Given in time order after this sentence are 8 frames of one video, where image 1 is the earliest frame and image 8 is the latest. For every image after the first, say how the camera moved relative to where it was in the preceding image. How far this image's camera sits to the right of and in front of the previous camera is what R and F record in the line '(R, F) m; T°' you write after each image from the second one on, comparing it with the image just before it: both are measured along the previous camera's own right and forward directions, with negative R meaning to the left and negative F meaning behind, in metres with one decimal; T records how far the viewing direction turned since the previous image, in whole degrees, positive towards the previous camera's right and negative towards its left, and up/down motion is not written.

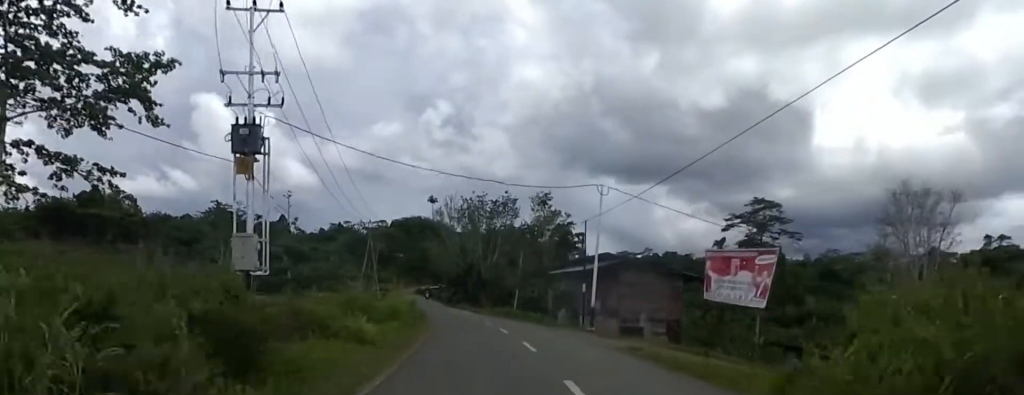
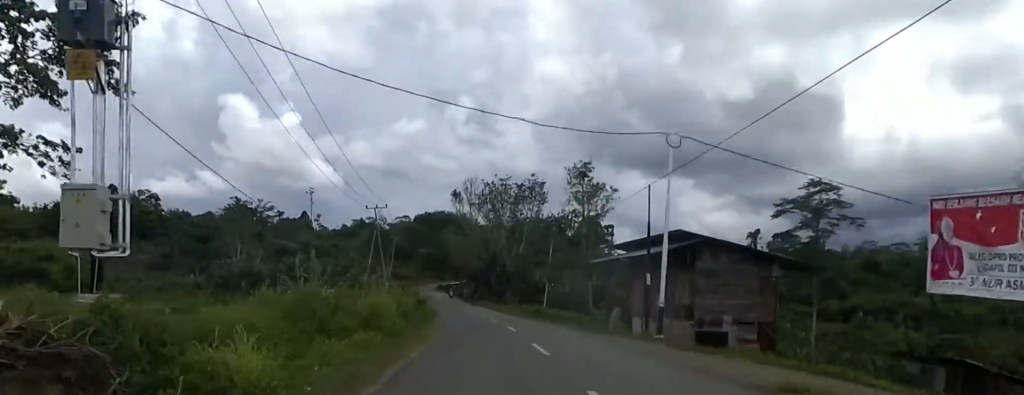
(+1.0, +9.1) m; -1°
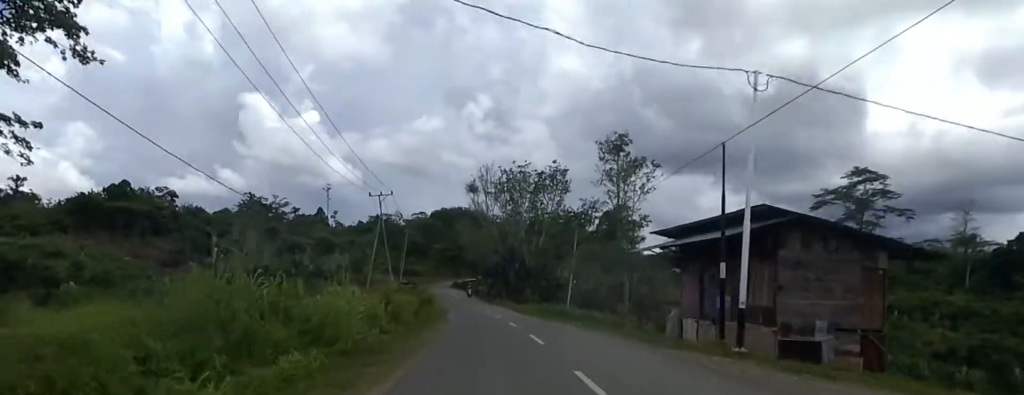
(-0.8, +6.1) m; -5°
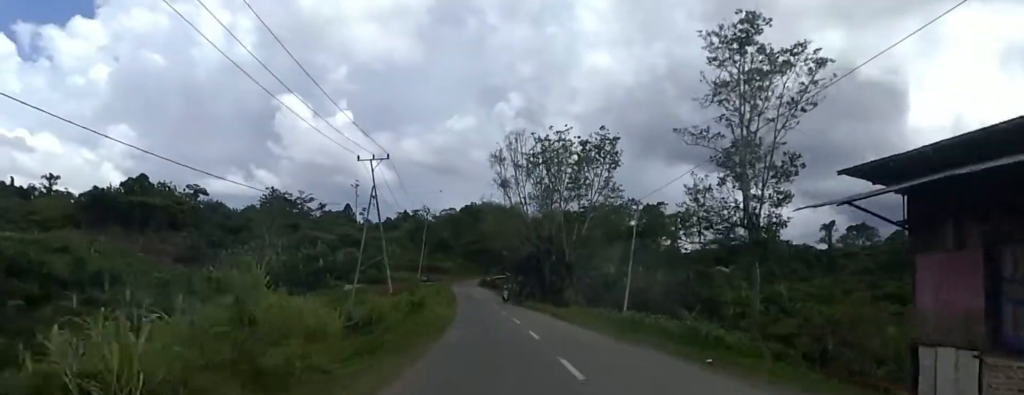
(-0.7, +13.7) m; -4°
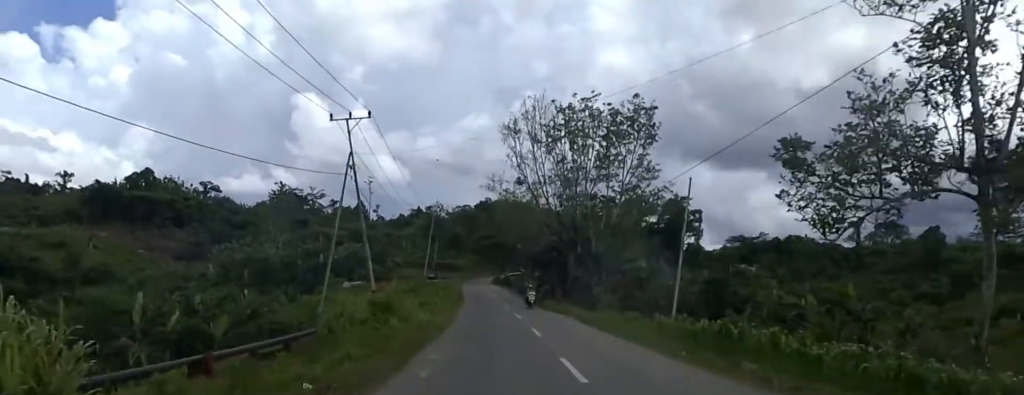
(-0.1, +9.0) m; -4°
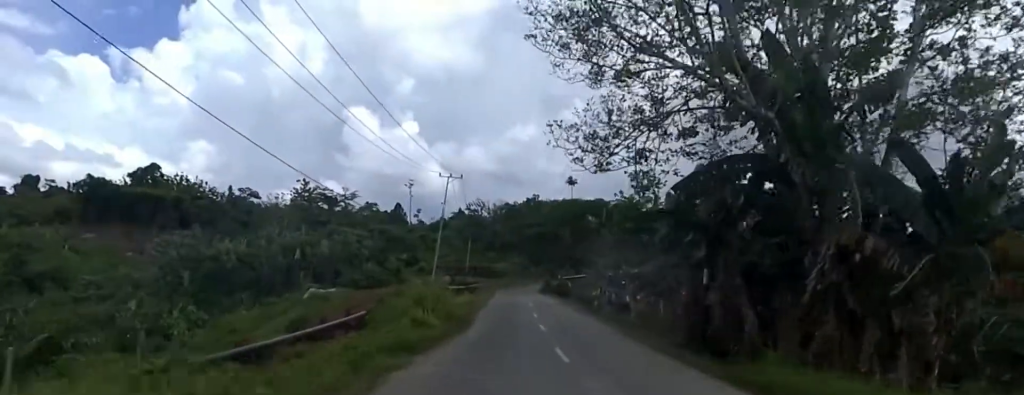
(-0.4, +31.0) m; +2°
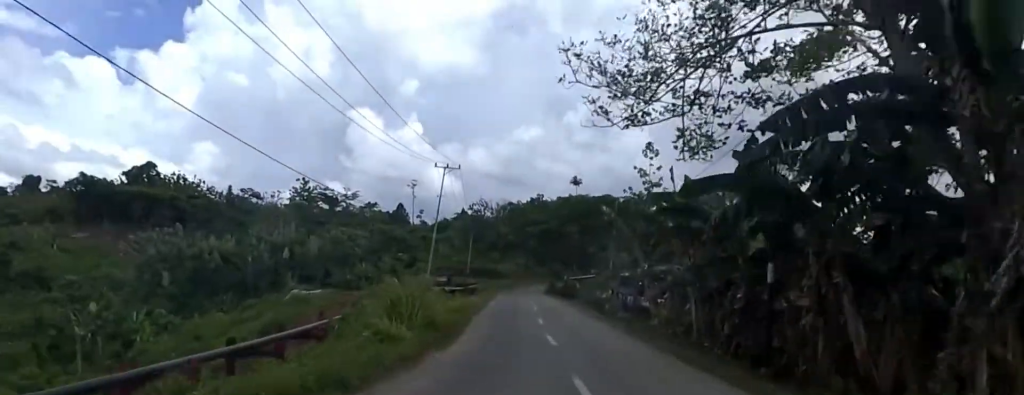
(0.0, +4.3) m; -3°
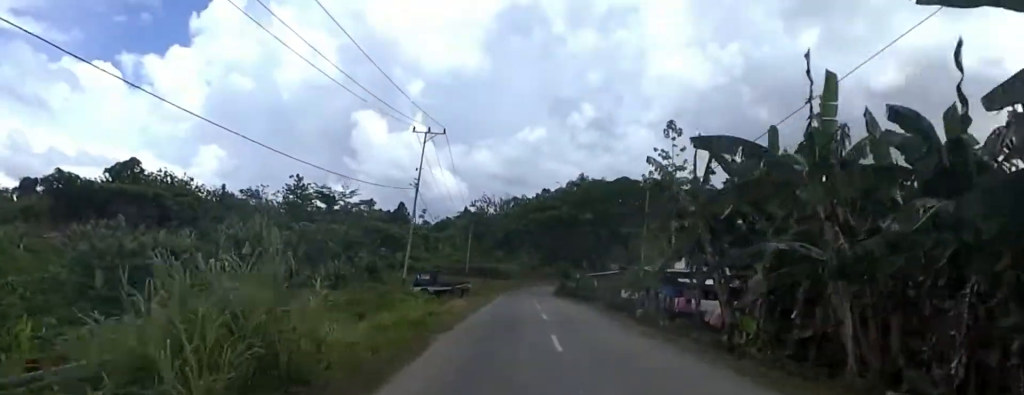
(-0.7, +9.8) m; -2°
